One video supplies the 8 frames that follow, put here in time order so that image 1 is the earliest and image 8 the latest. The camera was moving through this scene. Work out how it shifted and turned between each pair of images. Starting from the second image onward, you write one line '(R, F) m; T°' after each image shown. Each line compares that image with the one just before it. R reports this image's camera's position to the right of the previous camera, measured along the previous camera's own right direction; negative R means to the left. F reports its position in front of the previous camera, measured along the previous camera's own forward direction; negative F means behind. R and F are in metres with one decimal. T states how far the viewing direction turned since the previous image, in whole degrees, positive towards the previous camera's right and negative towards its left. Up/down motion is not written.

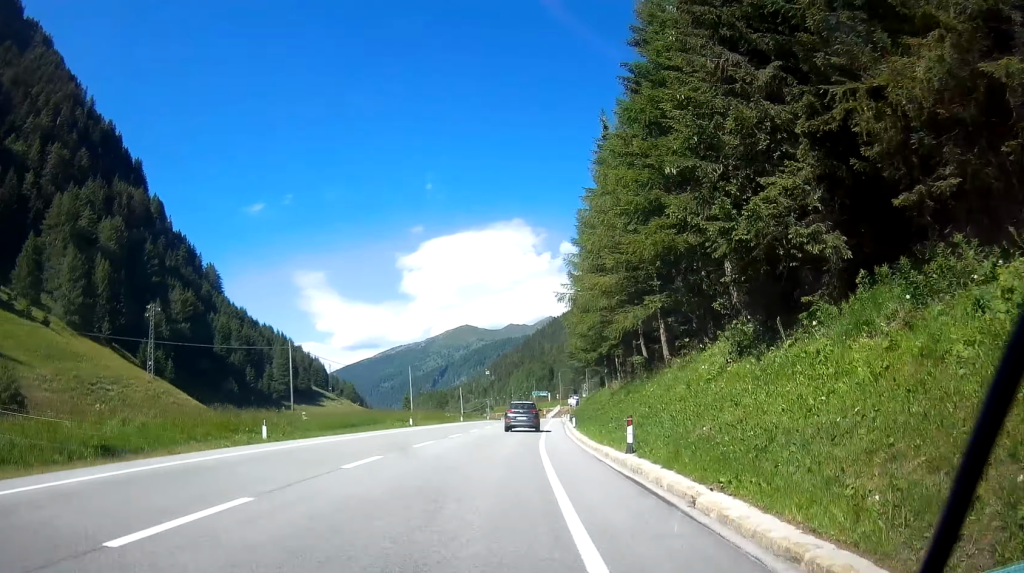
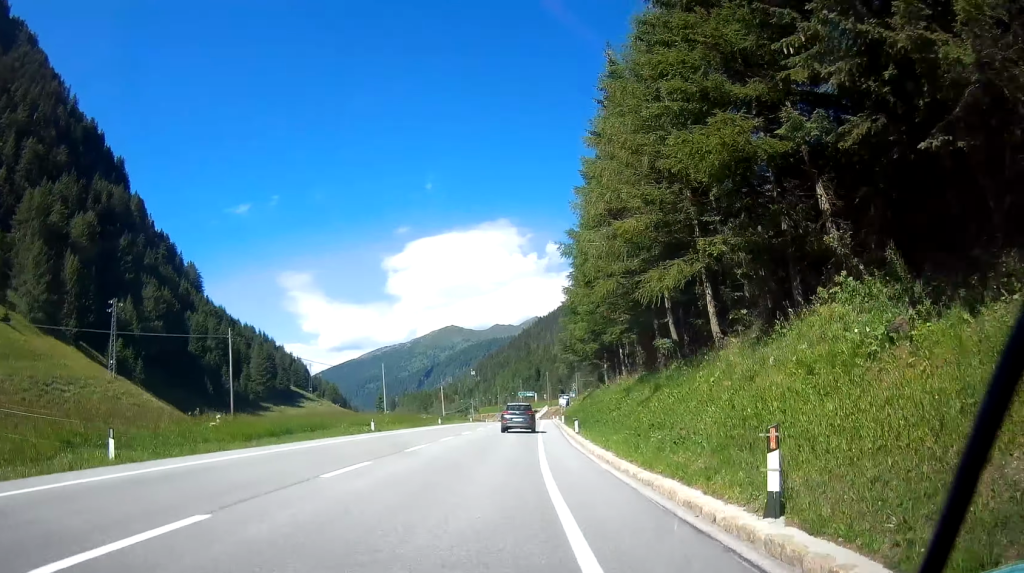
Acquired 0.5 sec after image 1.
(0.0, +8.9) m; 0°
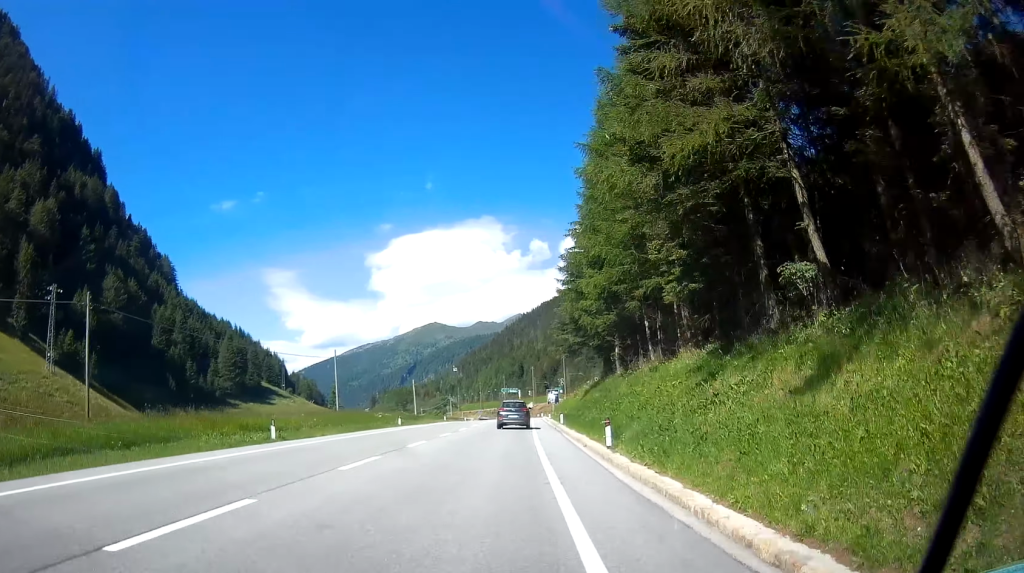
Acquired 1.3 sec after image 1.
(0.0, +14.2) m; 0°
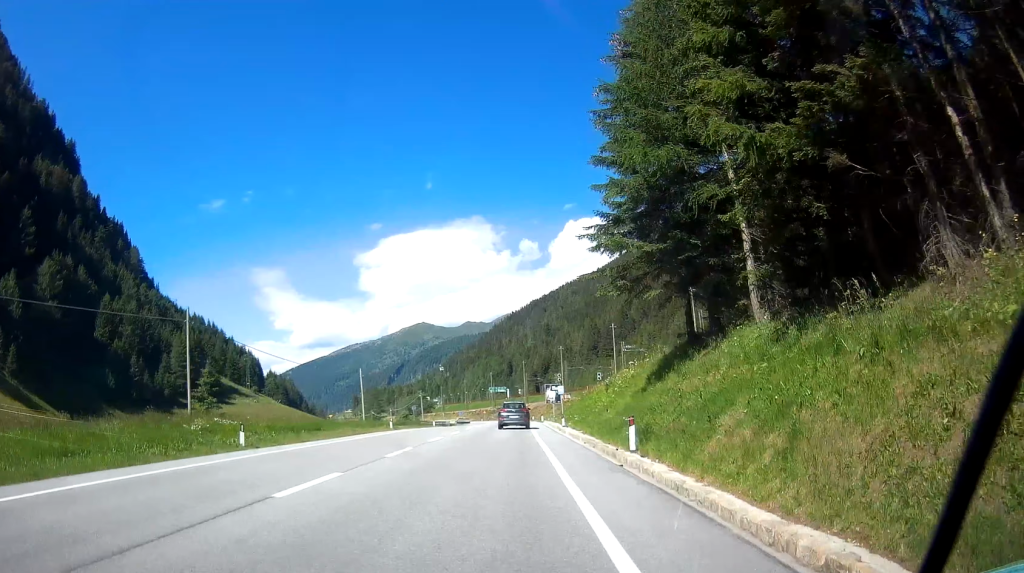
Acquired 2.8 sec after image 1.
(0.0, +26.9) m; 0°
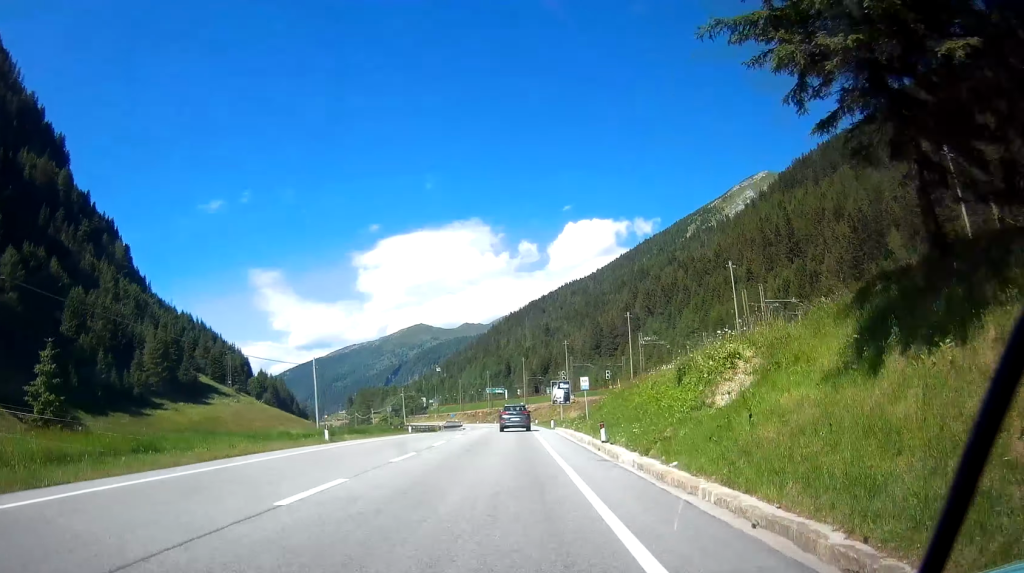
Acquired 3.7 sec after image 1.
(0.0, +15.7) m; 0°
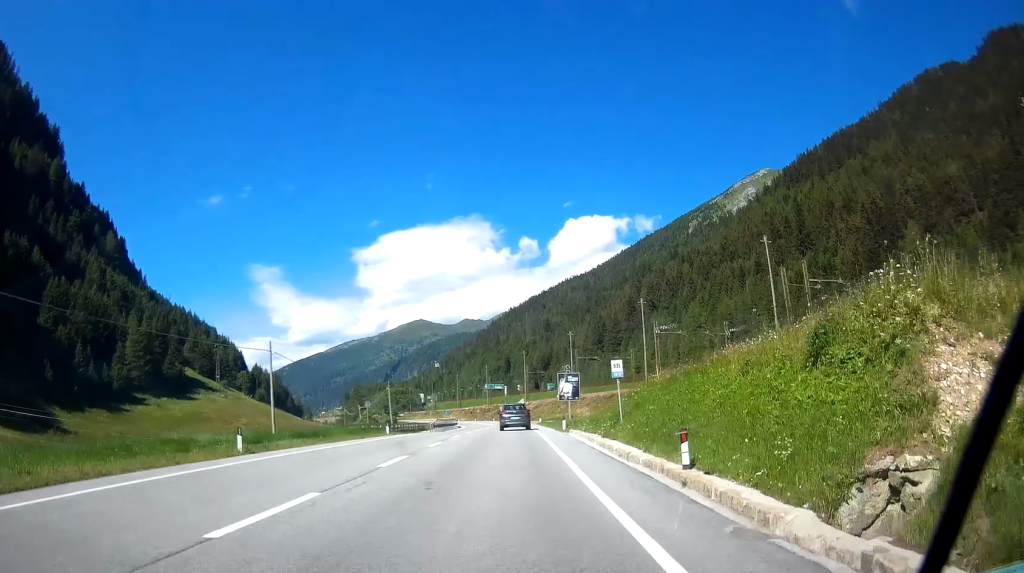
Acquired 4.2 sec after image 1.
(0.0, +9.7) m; 0°
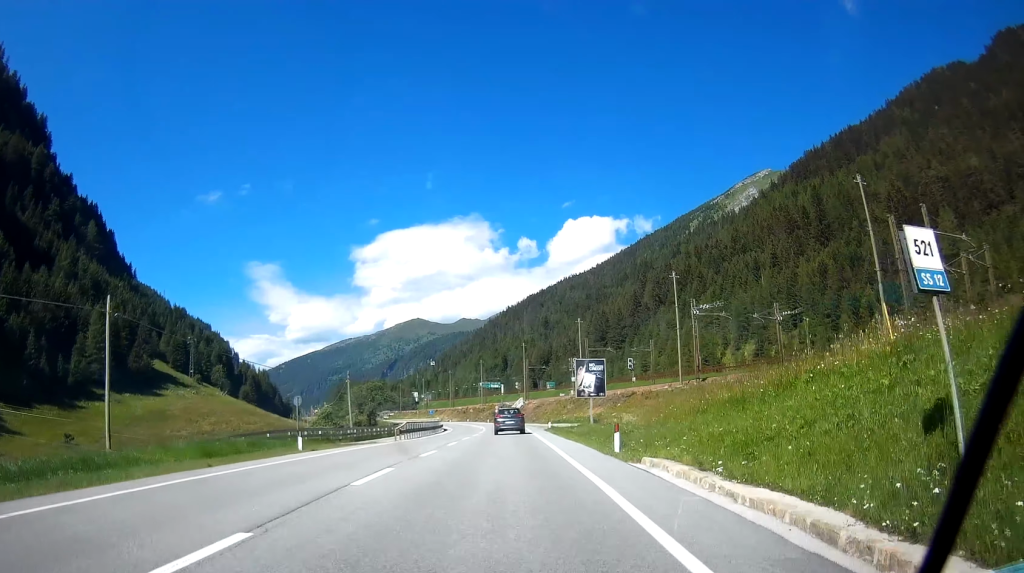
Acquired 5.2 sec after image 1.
(0.0, +18.0) m; 0°
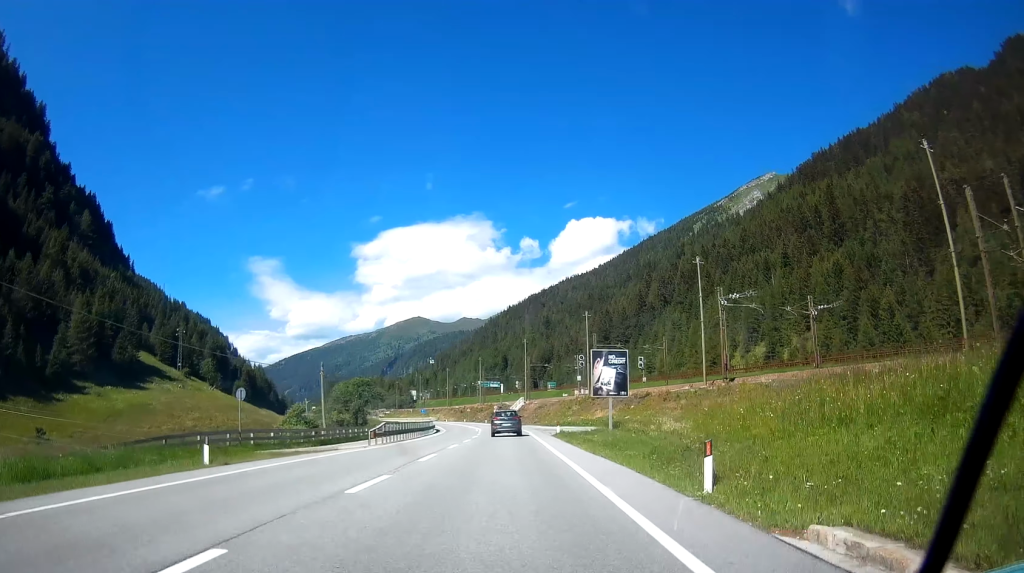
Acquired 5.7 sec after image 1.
(0.0, +8.2) m; 0°
